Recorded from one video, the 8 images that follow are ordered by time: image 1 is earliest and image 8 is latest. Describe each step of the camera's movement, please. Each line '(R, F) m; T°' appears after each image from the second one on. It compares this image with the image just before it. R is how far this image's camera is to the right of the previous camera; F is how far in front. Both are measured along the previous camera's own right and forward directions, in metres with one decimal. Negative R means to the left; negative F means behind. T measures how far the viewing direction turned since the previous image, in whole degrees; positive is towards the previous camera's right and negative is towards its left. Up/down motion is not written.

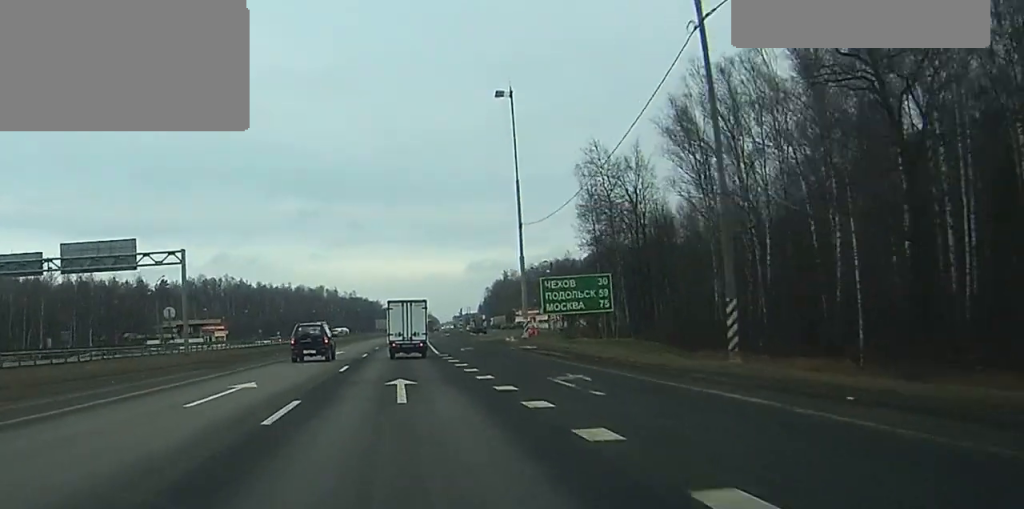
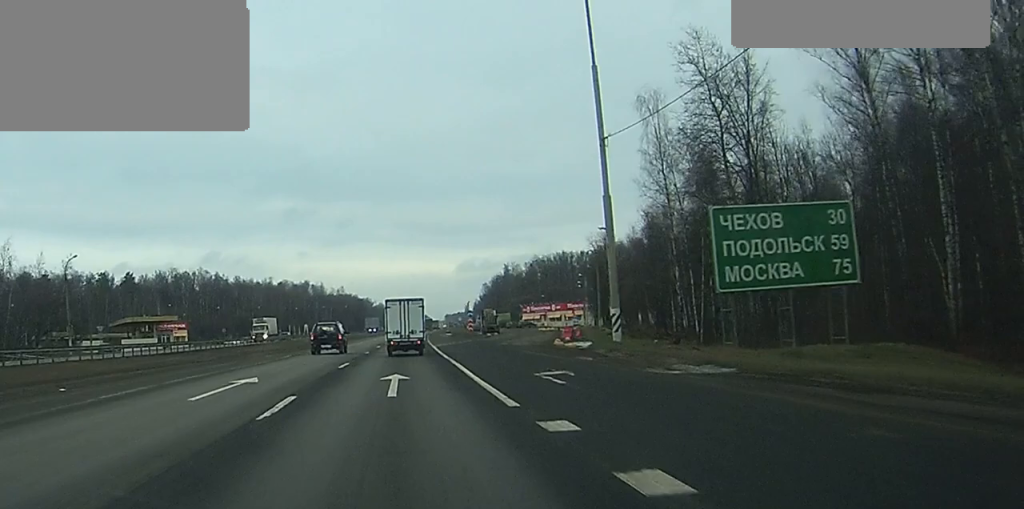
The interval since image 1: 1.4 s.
(+1.7, +35.3) m; +5°
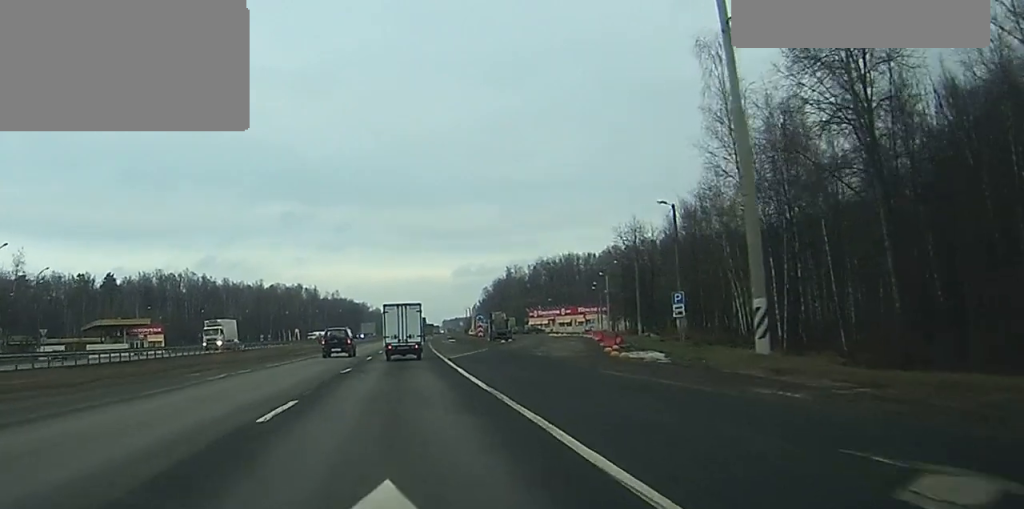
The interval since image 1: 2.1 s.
(+0.4, +17.6) m; +1°
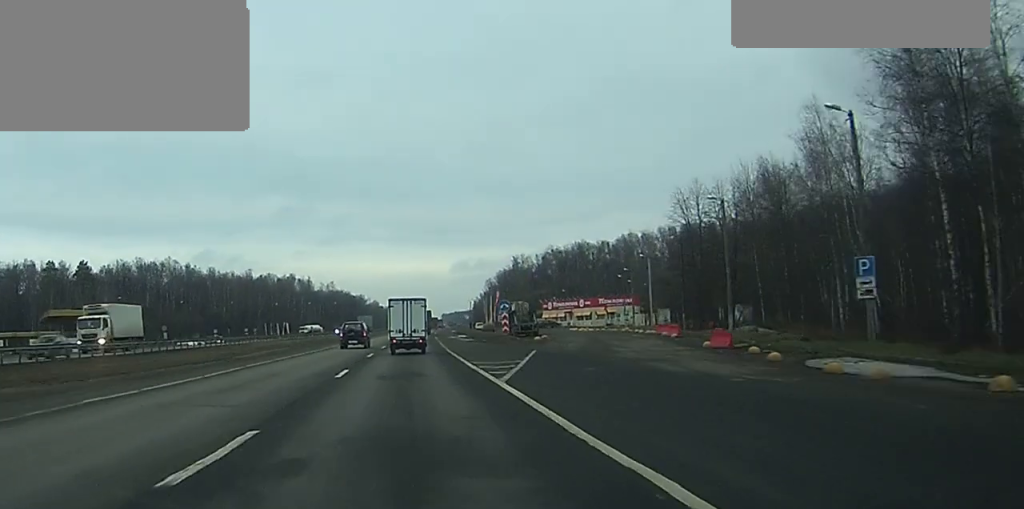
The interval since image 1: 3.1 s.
(+0.1, +22.4) m; 0°
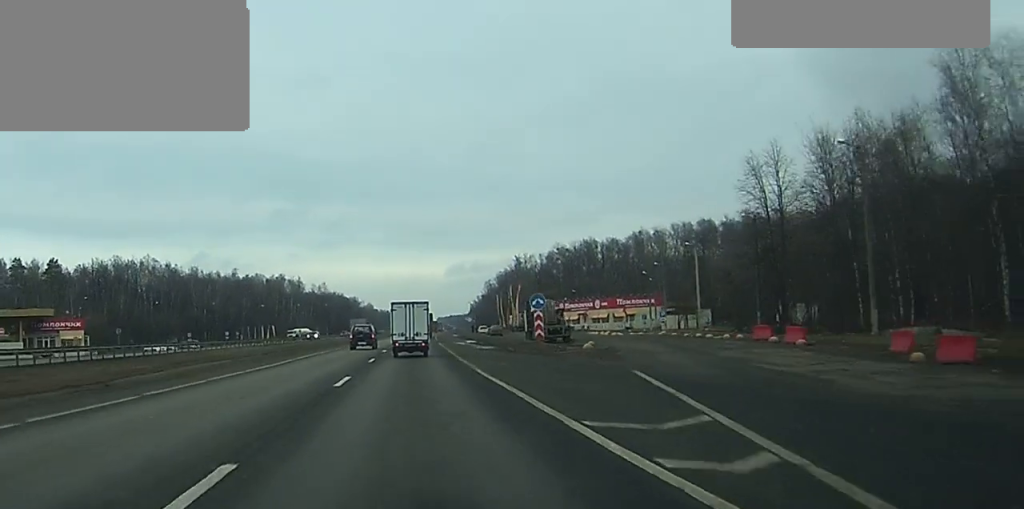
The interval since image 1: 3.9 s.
(+0.1, +18.3) m; 0°
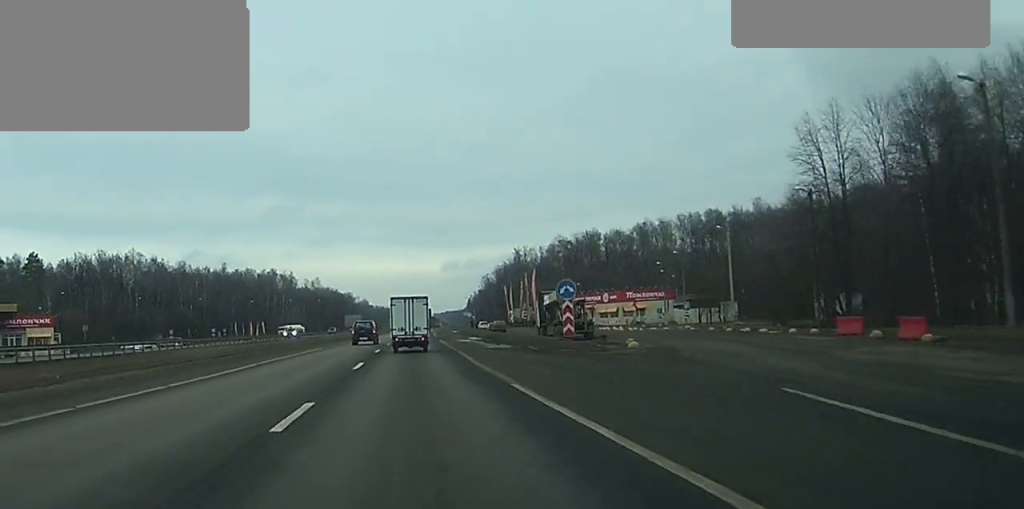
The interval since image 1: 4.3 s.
(0.0, +9.9) m; 0°
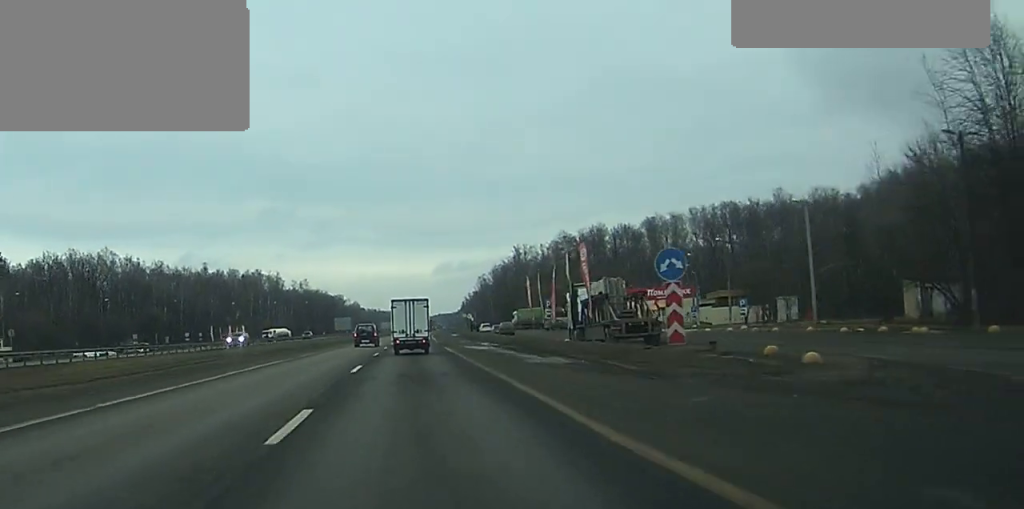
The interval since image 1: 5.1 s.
(+0.1, +16.8) m; 0°
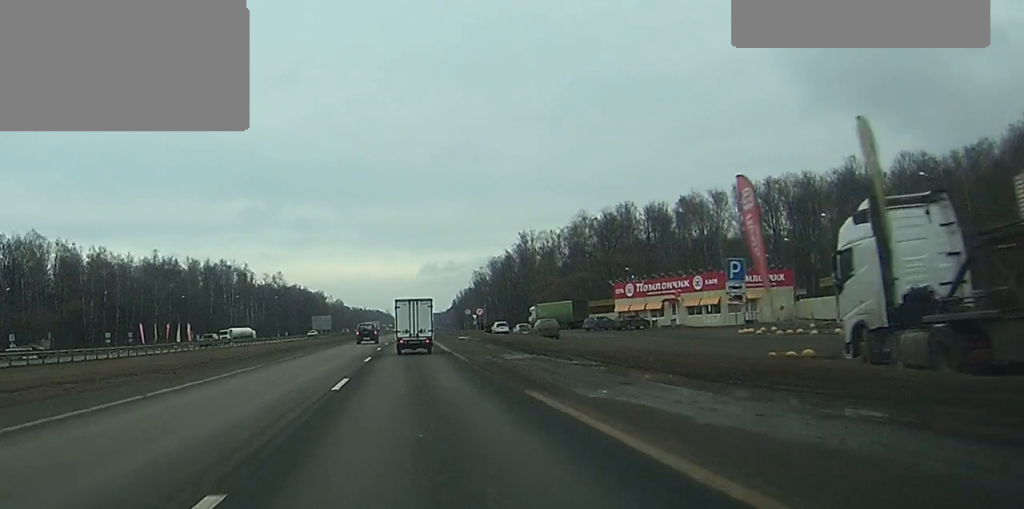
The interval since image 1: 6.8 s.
(0.0, +39.4) m; 0°
